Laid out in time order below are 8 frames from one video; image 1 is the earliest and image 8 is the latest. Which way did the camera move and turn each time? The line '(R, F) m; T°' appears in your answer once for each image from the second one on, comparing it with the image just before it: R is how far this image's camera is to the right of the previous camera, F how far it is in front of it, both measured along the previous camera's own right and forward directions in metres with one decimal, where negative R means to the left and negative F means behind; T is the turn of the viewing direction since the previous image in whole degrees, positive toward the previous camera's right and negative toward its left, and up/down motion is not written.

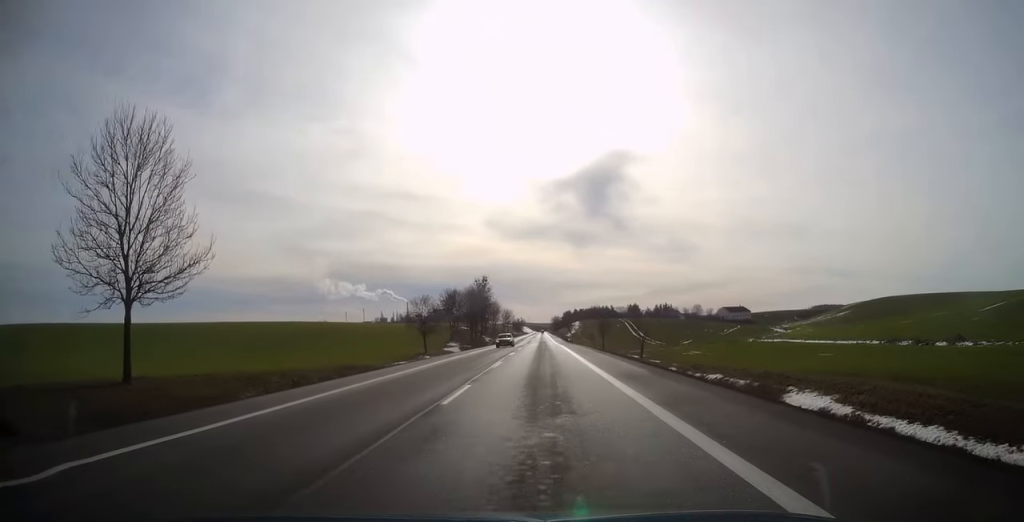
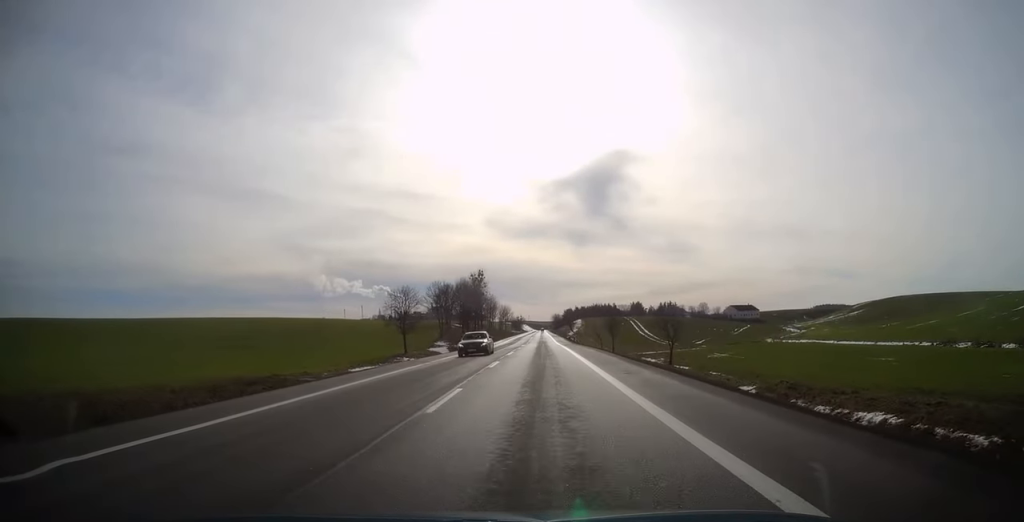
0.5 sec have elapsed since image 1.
(0.0, +13.6) m; 0°
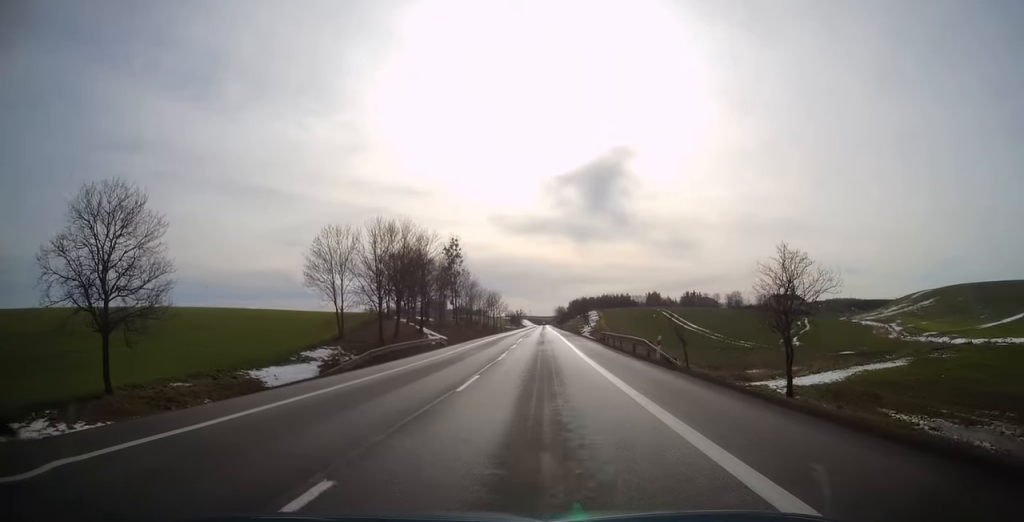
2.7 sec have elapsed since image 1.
(-0.2, +57.9) m; 0°
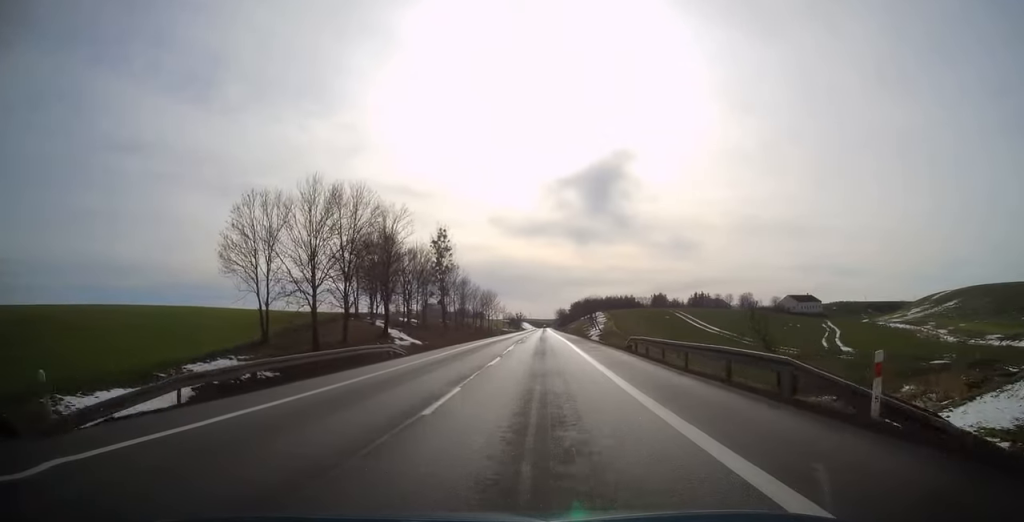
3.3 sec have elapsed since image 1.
(0.0, +16.2) m; 0°
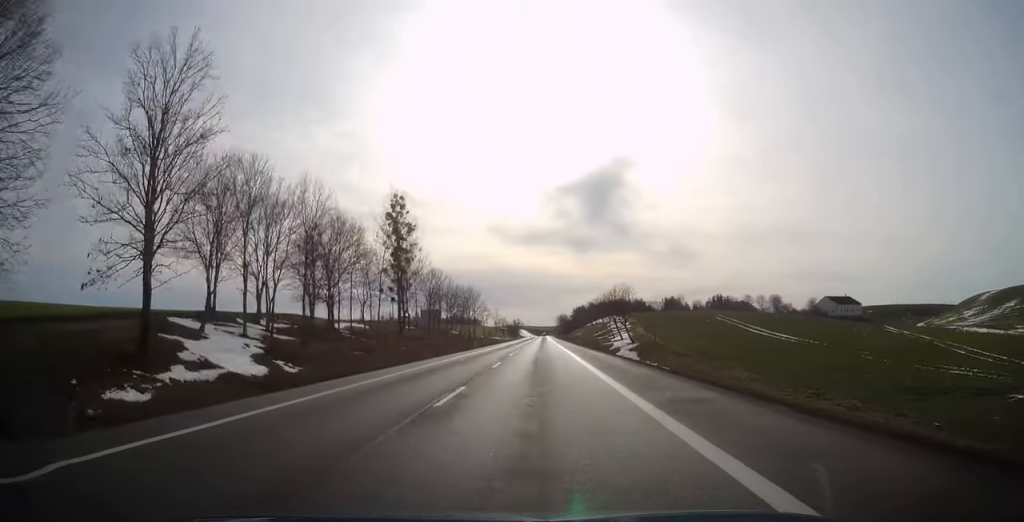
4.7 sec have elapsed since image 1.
(-0.1, +35.2) m; 0°
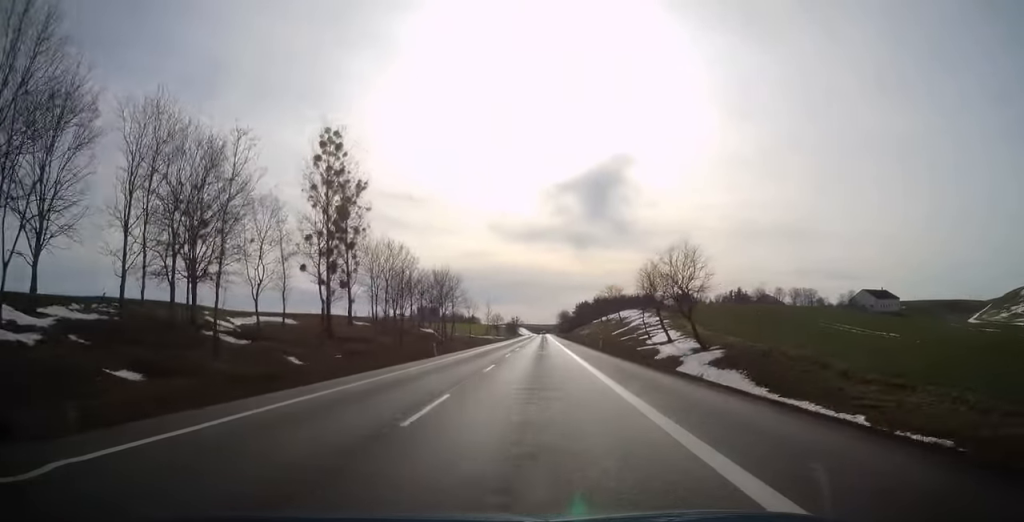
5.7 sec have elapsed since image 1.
(0.0, +26.9) m; 0°
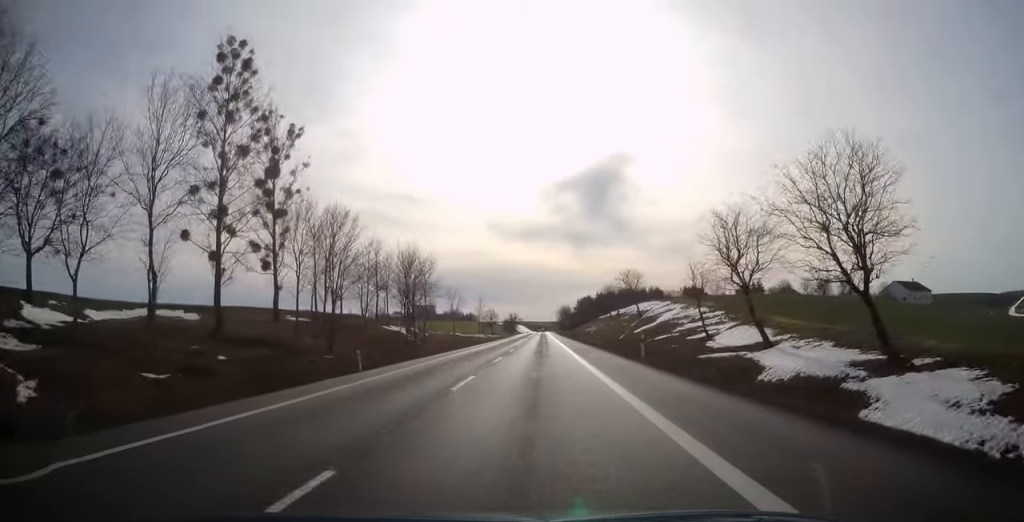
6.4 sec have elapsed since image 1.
(0.0, +19.4) m; 0°
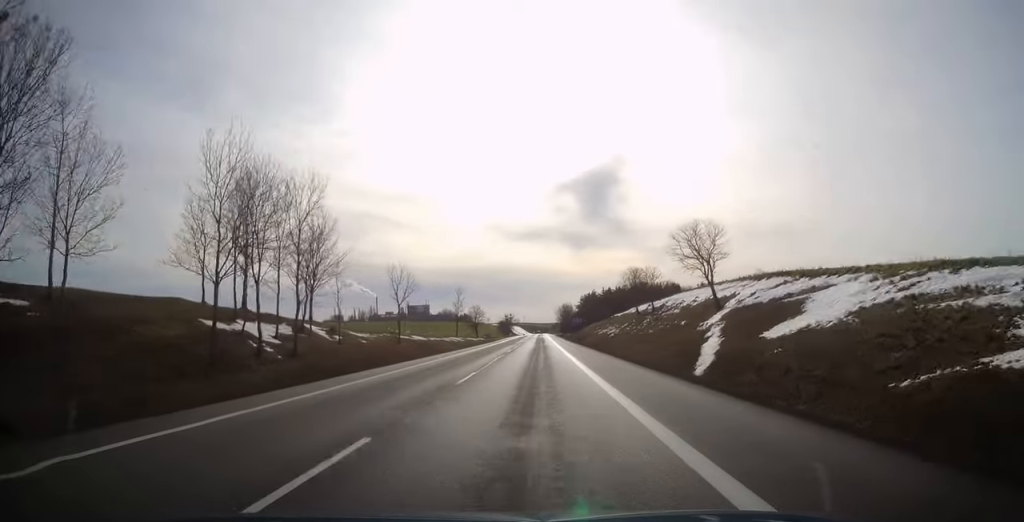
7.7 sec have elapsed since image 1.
(0.0, +34.8) m; 0°
